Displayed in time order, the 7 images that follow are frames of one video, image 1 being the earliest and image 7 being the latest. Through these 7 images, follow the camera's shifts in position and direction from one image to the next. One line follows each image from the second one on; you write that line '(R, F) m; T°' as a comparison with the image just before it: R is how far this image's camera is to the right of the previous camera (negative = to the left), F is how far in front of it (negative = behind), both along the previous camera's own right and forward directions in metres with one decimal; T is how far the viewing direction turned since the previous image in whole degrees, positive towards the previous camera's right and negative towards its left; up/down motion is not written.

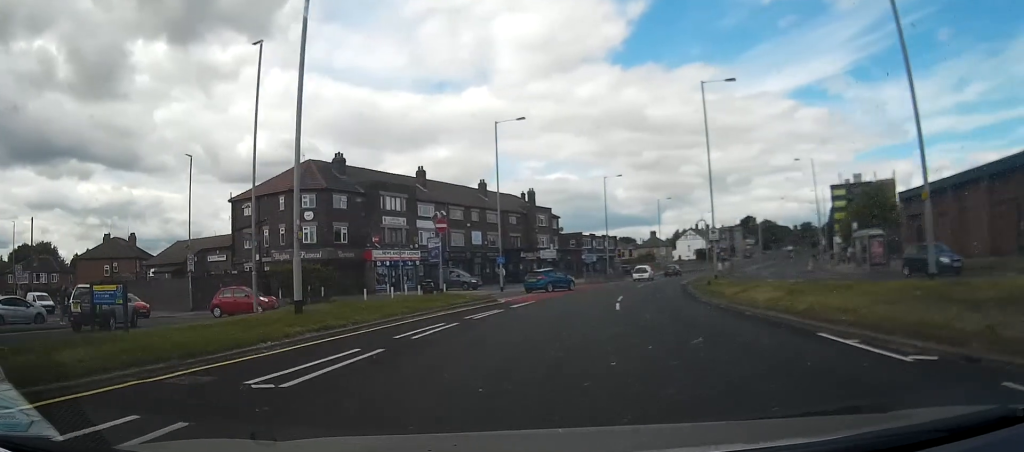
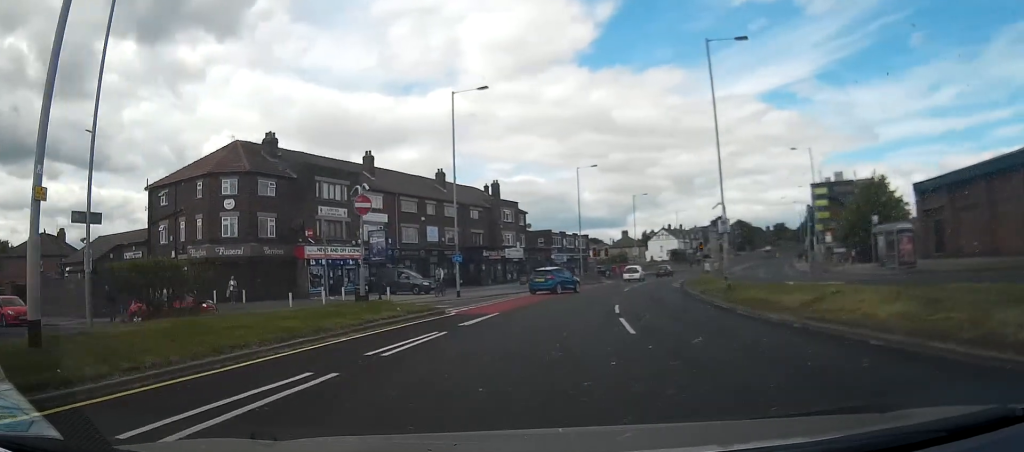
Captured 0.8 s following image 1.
(+0.4, +7.8) m; +4°
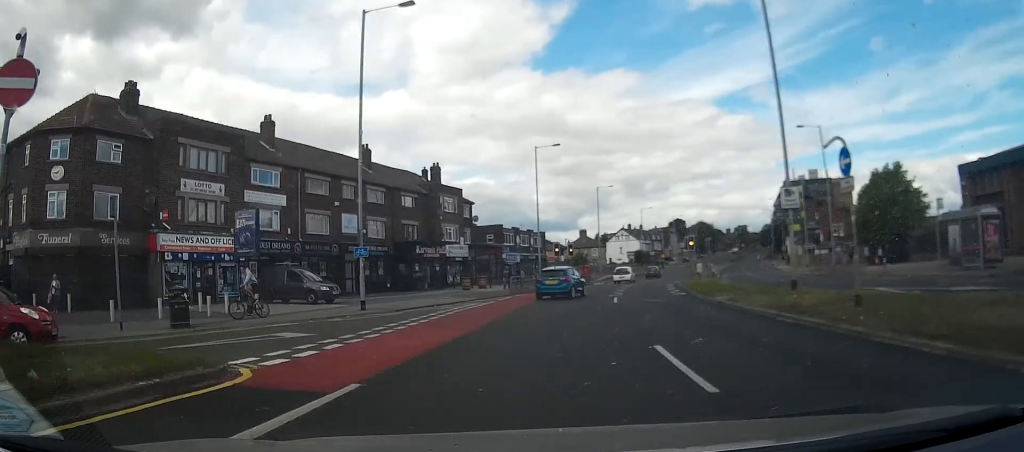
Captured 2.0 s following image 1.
(+0.5, +12.2) m; +7°
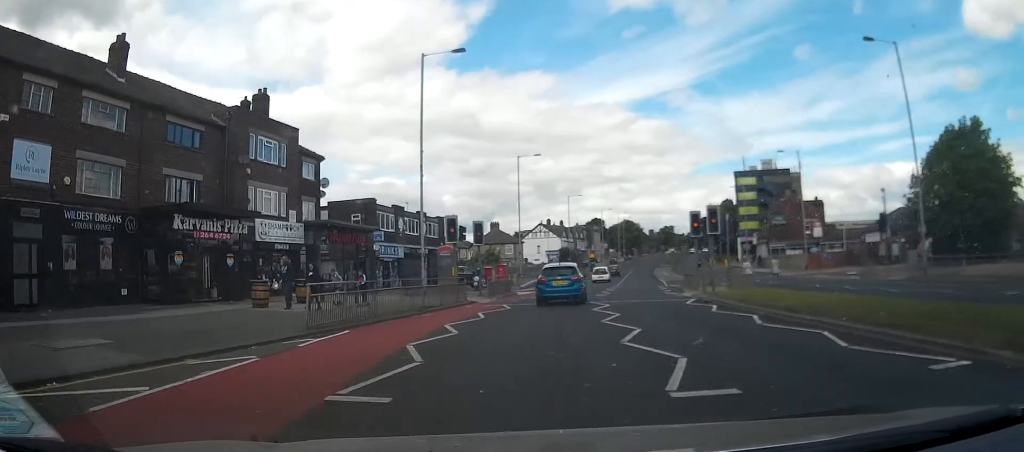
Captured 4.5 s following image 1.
(+2.9, +23.9) m; +9°
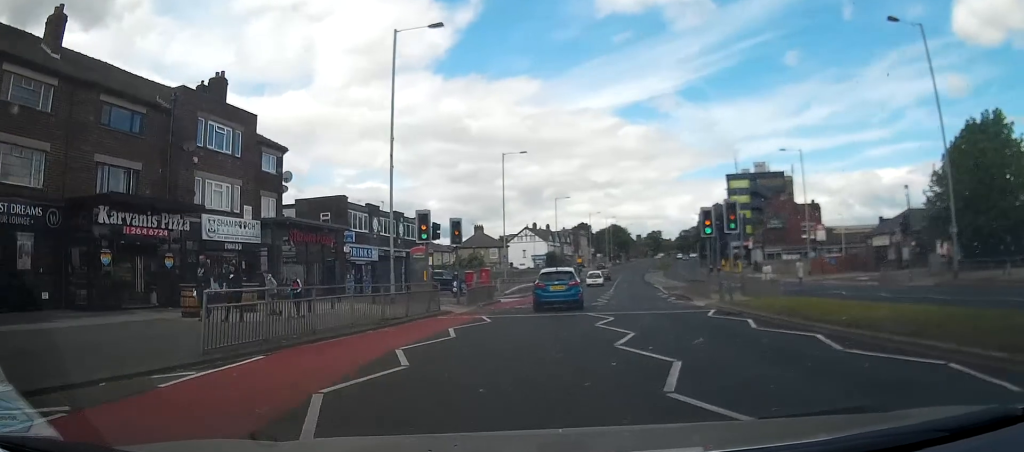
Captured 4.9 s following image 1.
(+0.1, +4.0) m; 0°
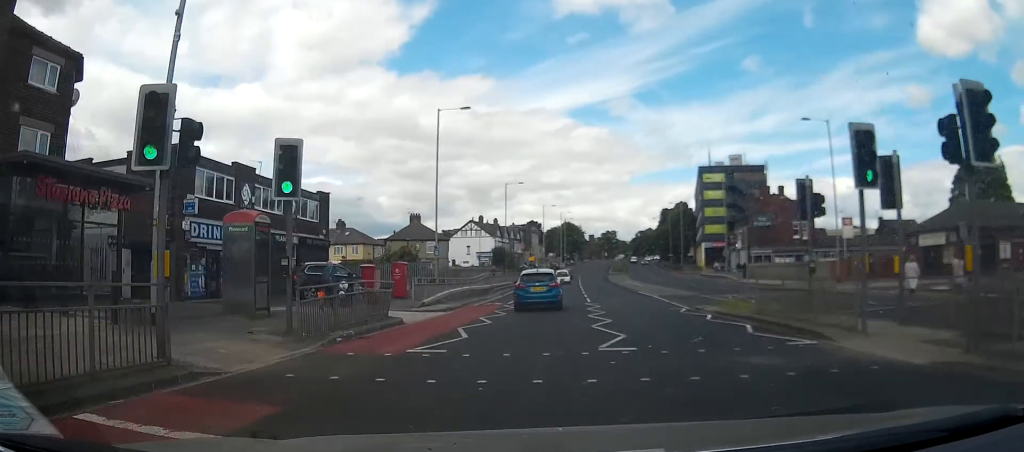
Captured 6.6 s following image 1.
(-0.6, +14.7) m; -2°
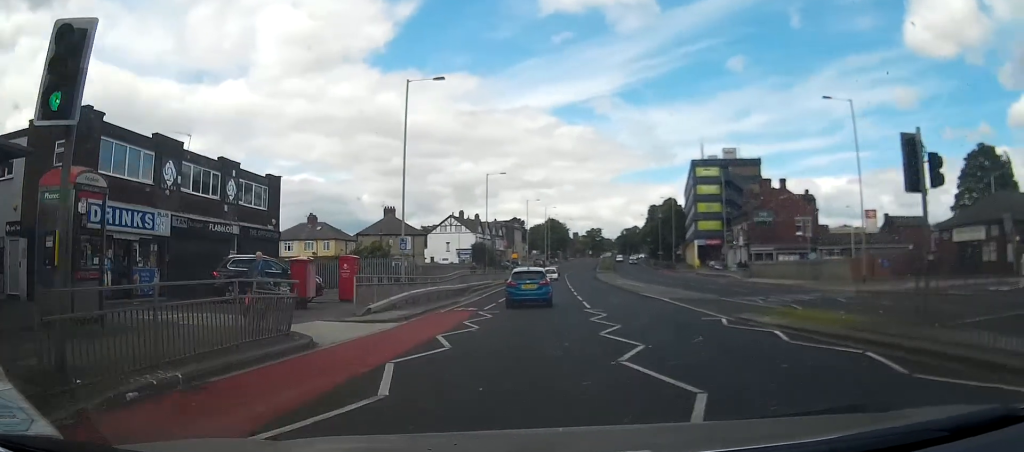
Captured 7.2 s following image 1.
(0.0, +6.1) m; +1°
